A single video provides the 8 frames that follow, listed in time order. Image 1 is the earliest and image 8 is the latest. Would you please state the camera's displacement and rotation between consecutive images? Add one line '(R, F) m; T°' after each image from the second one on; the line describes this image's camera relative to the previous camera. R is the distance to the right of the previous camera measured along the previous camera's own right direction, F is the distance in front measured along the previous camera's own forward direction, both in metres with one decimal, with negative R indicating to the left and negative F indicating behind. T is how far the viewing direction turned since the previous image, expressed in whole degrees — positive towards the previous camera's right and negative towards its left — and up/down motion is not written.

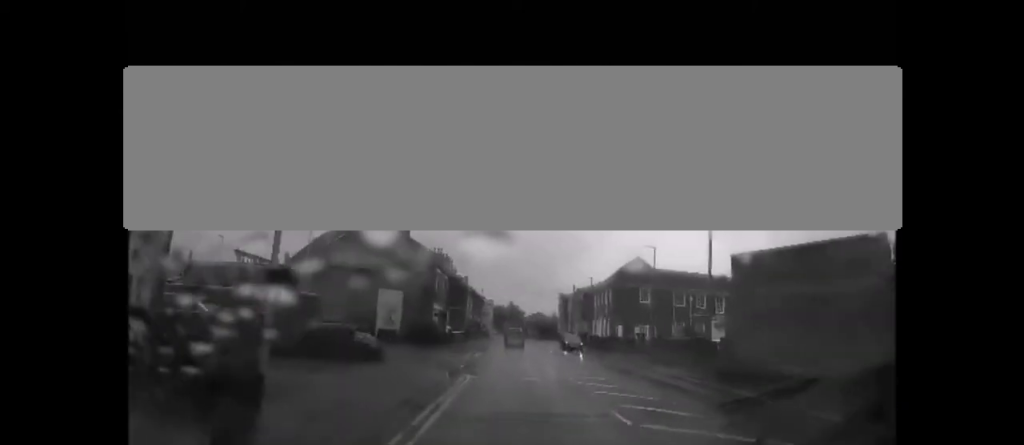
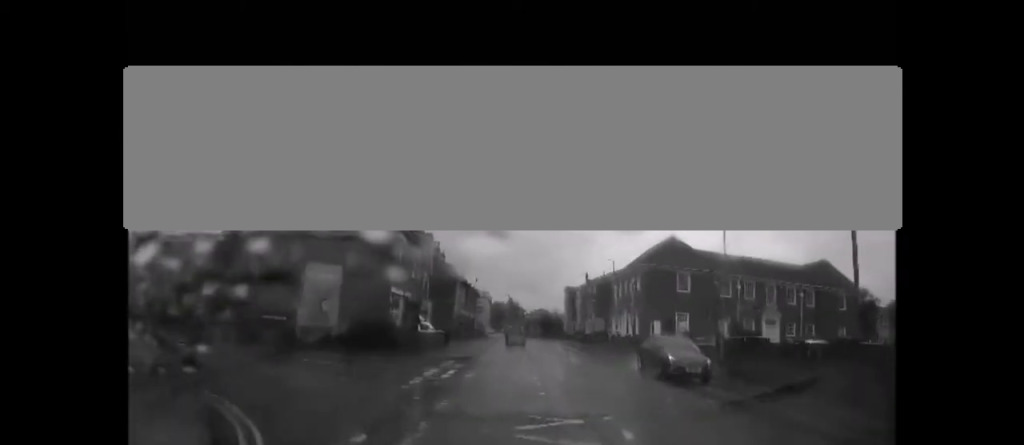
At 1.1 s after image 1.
(+0.4, +12.2) m; +1°
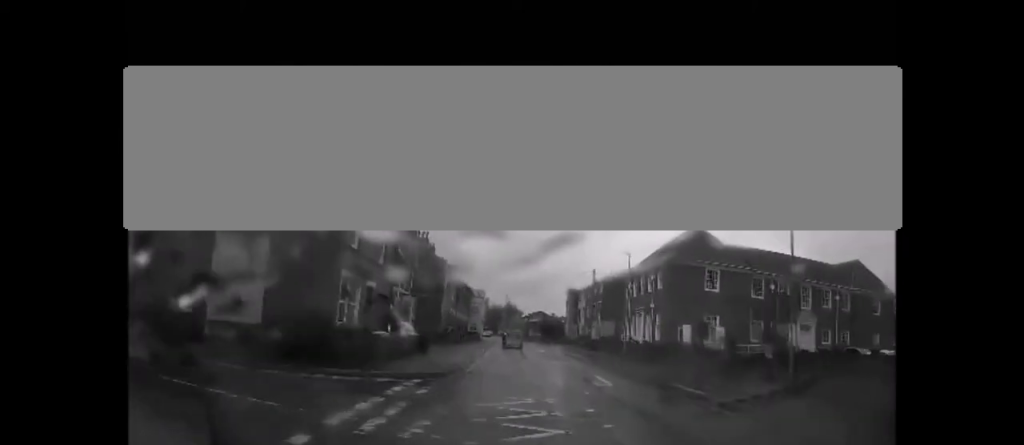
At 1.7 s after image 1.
(0.0, +6.6) m; 0°
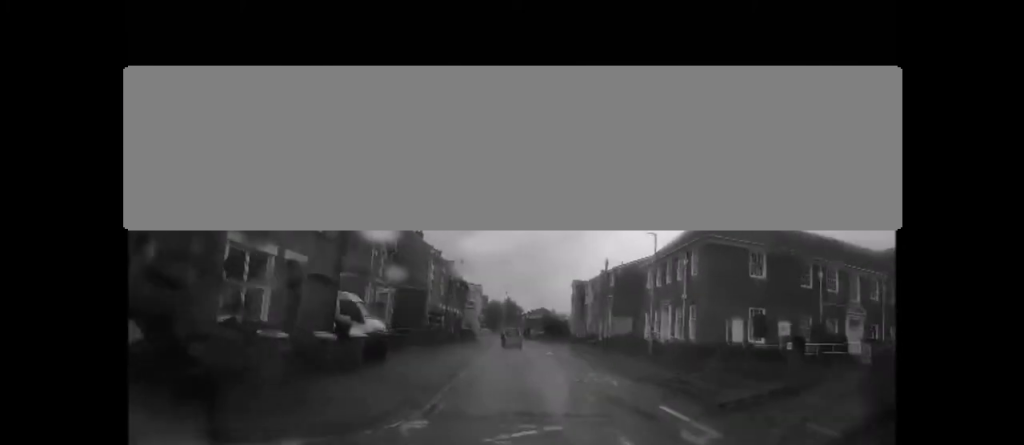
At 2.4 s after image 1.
(0.0, +7.1) m; -1°
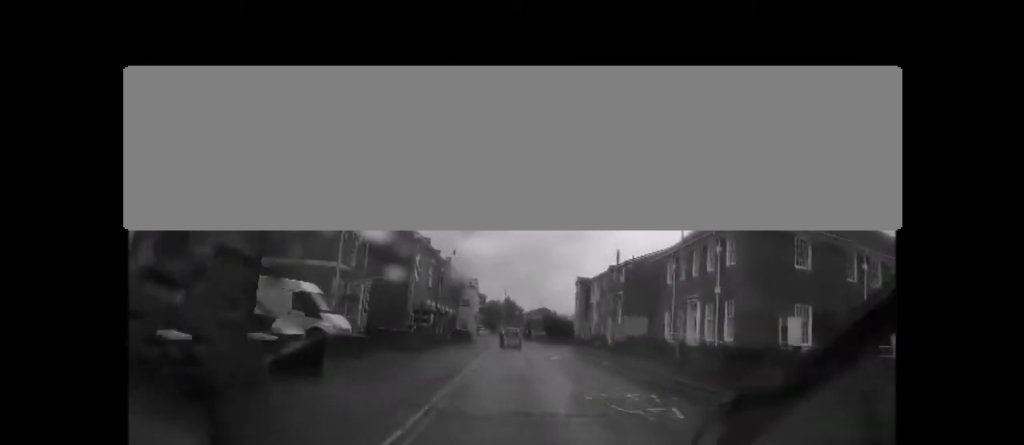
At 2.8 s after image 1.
(0.0, +5.3) m; -1°
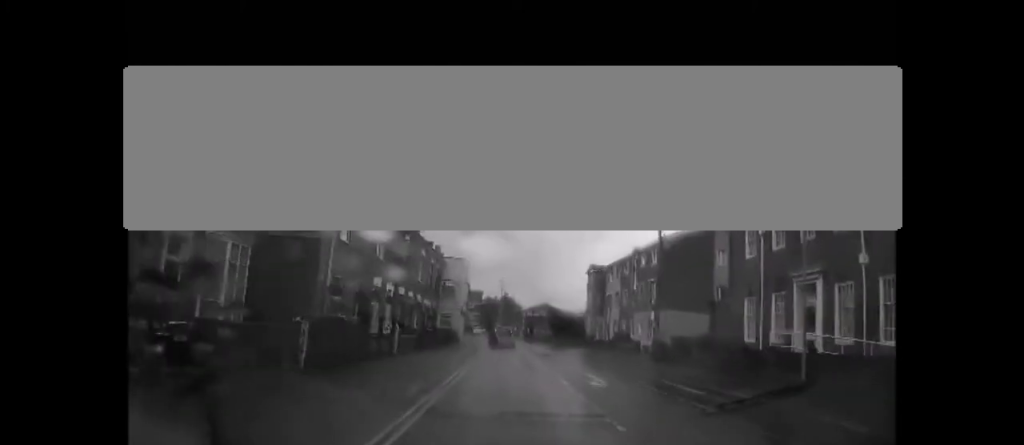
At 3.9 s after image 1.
(-0.2, +12.4) m; +2°
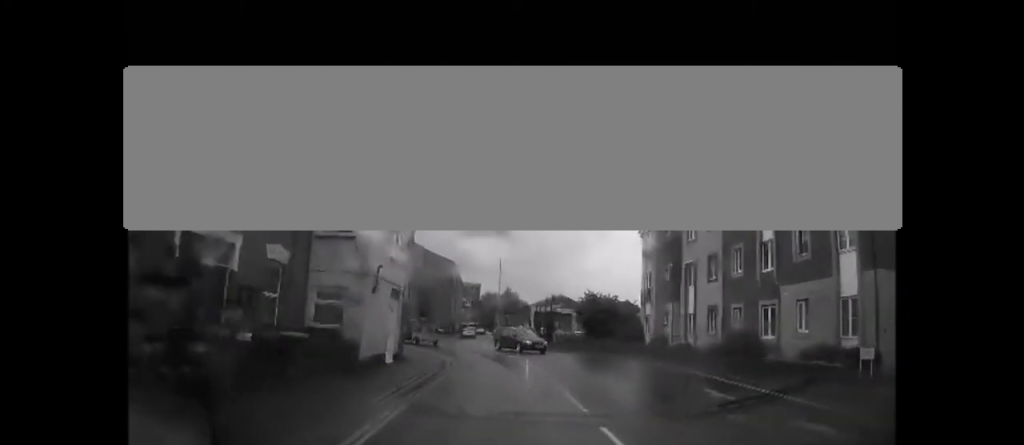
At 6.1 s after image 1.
(0.0, +24.1) m; -2°
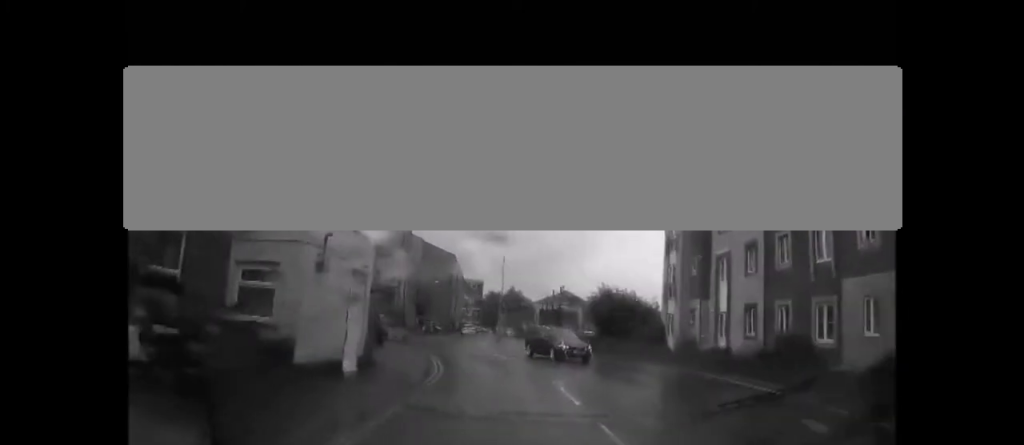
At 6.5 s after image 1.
(+0.2, +4.1) m; 0°
